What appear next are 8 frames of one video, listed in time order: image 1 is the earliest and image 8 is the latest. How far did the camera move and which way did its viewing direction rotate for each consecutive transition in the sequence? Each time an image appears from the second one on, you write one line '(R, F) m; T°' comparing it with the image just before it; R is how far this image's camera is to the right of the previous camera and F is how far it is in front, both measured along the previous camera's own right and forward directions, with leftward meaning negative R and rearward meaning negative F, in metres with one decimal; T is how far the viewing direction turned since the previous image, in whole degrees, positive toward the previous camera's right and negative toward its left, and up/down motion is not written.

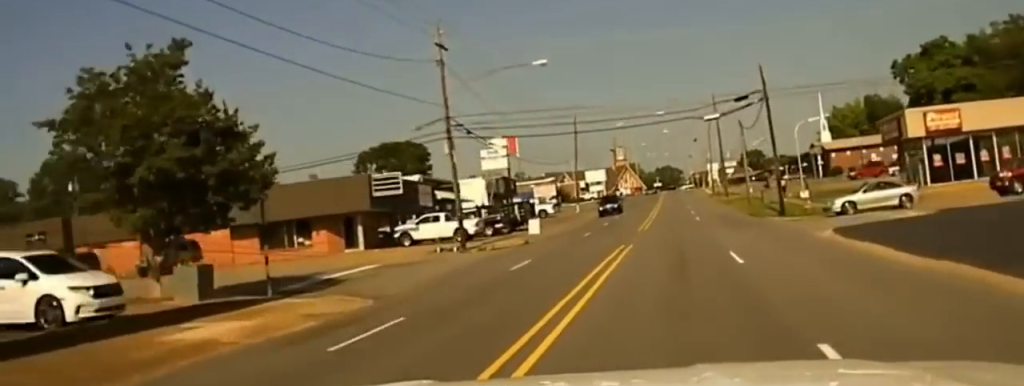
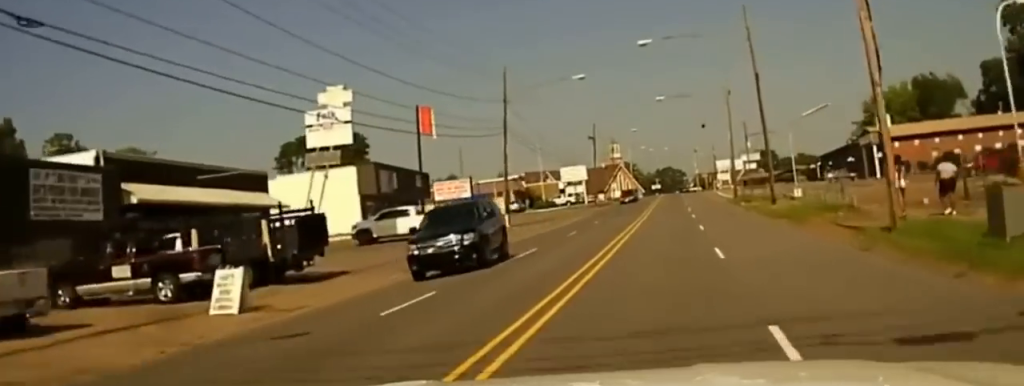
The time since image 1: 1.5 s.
(0.0, +35.2) m; 0°
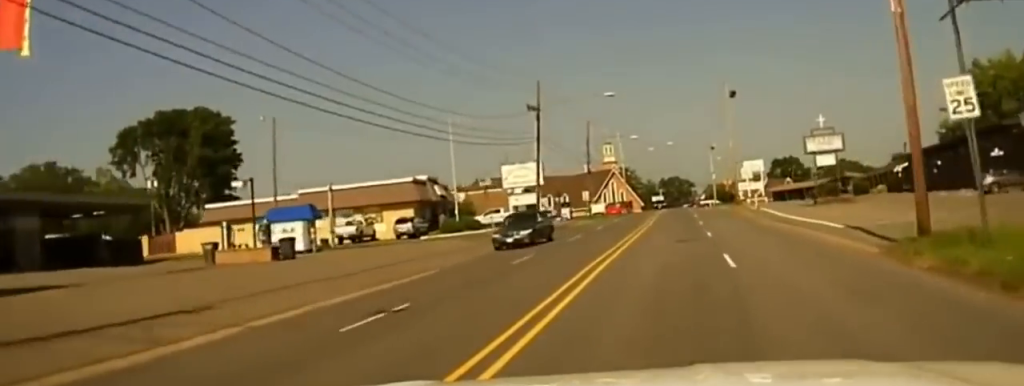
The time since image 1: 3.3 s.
(0.0, +53.5) m; 0°
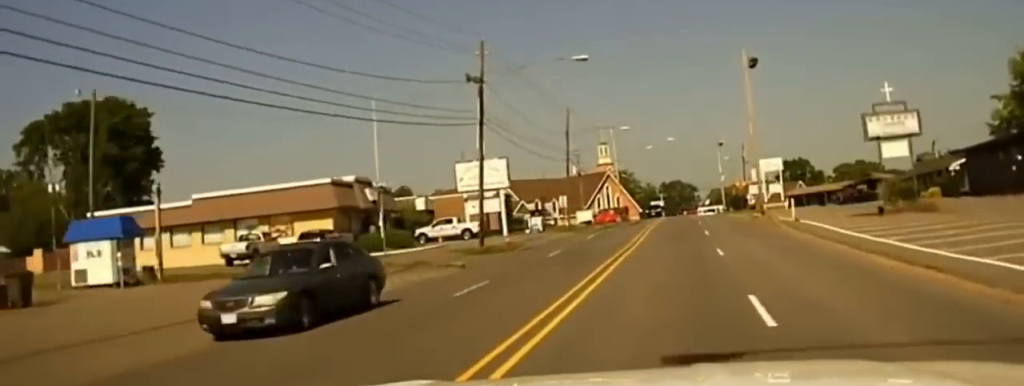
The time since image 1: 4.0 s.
(0.0, +21.3) m; 0°
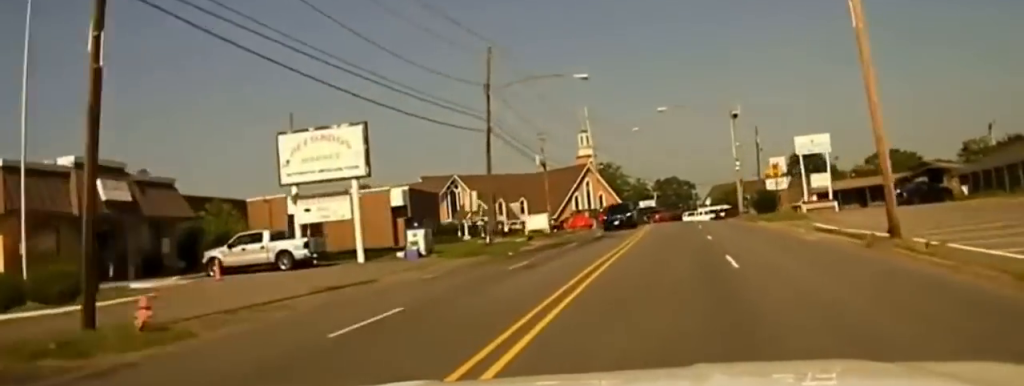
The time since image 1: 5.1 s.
(0.0, +33.6) m; 0°
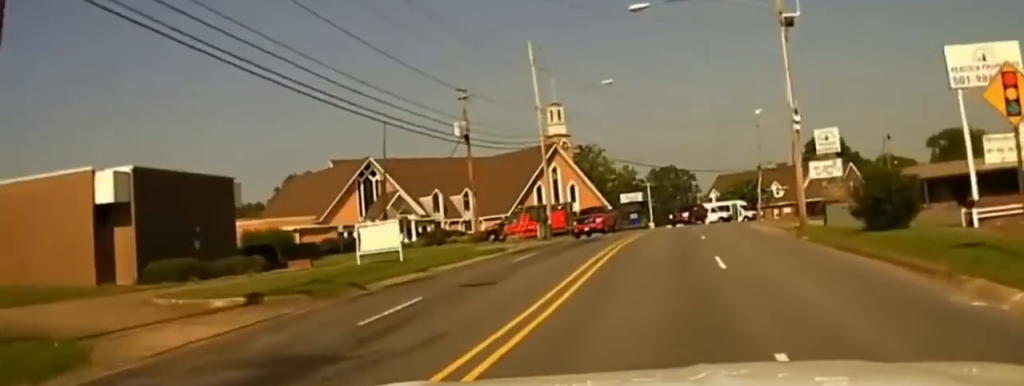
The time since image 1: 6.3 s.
(0.0, +34.5) m; 0°
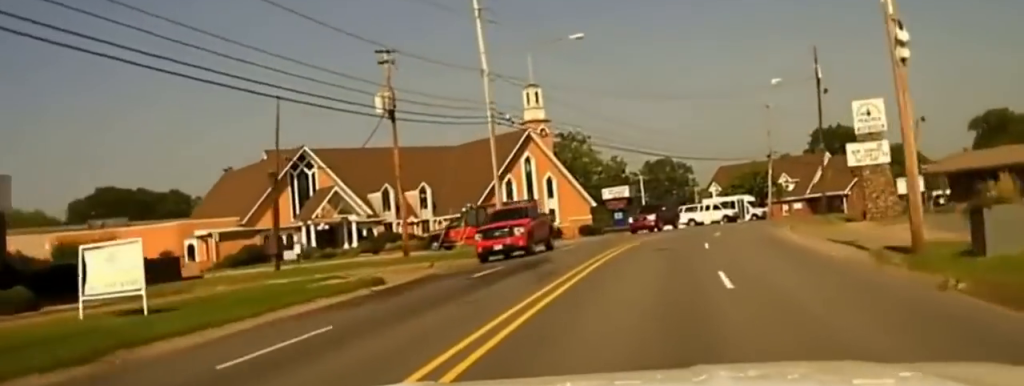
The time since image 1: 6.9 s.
(0.0, +13.6) m; +1°
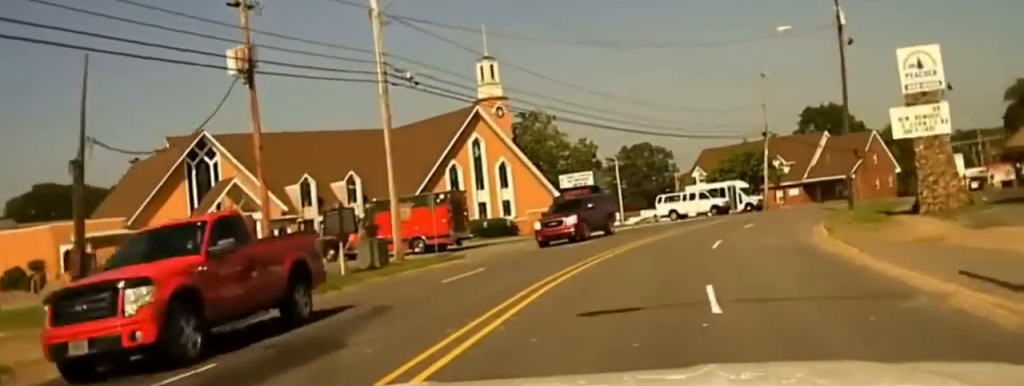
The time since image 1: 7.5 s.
(0.0, +11.9) m; +1°
